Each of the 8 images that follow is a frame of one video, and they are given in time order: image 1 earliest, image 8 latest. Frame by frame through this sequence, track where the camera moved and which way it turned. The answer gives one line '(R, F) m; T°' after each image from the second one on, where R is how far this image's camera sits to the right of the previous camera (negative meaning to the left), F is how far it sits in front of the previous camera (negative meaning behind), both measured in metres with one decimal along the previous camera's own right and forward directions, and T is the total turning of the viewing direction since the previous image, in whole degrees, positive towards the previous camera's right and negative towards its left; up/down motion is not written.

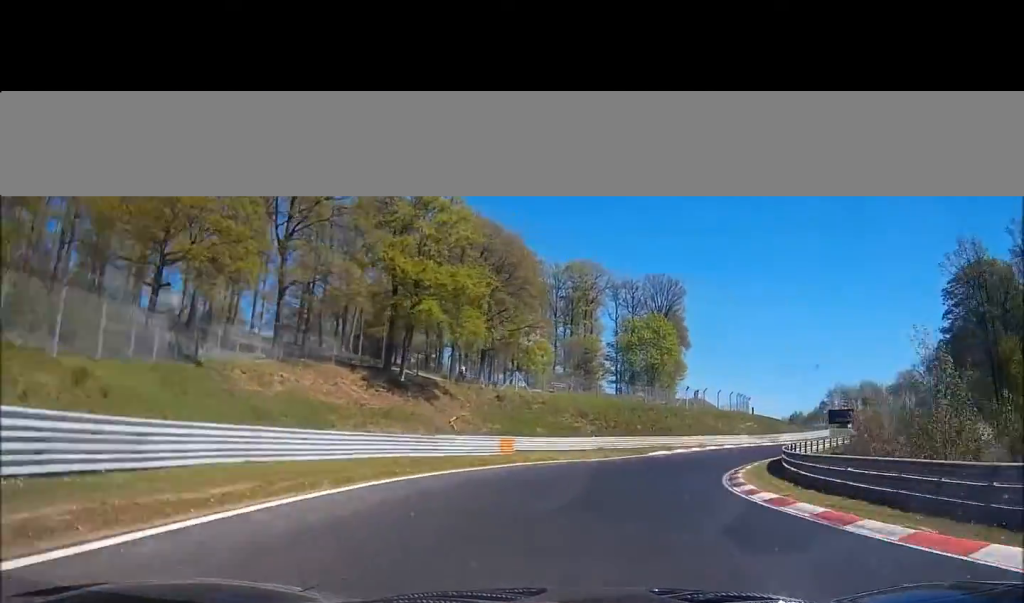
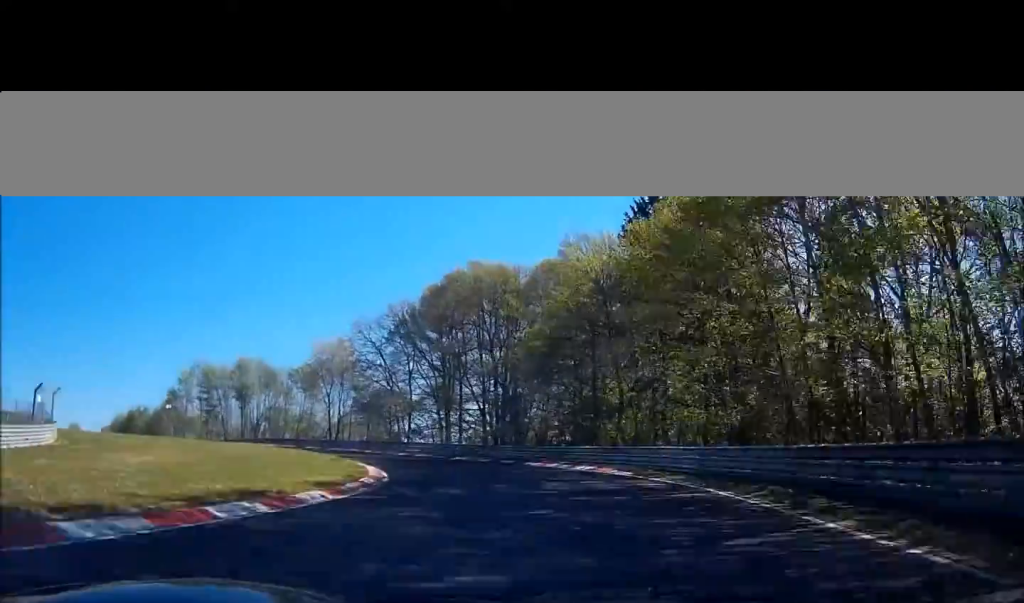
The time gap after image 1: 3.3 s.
(+44.1, +76.8) m; +37°
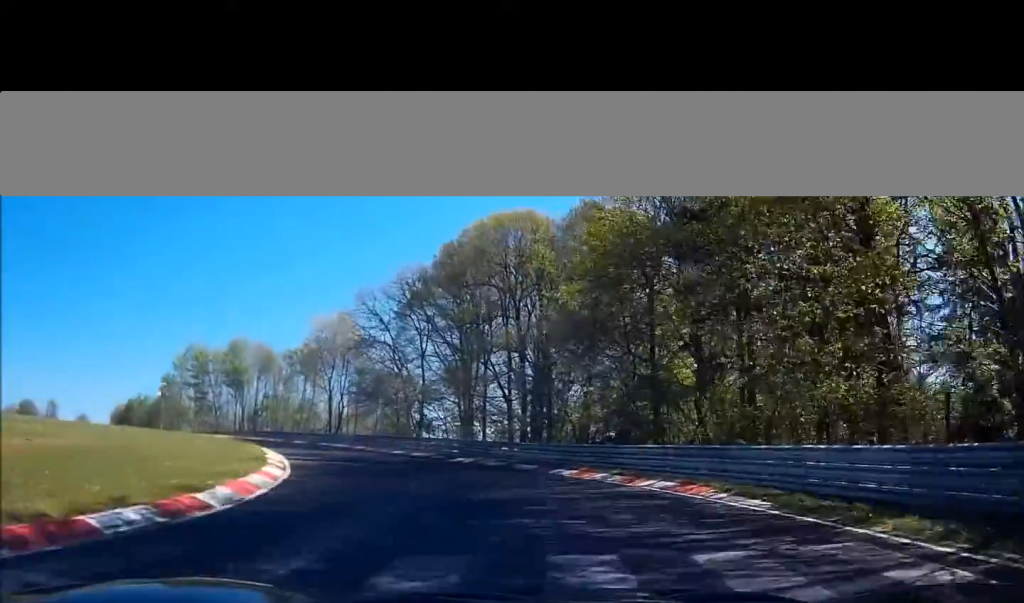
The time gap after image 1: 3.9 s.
(0.0, +12.7) m; -2°
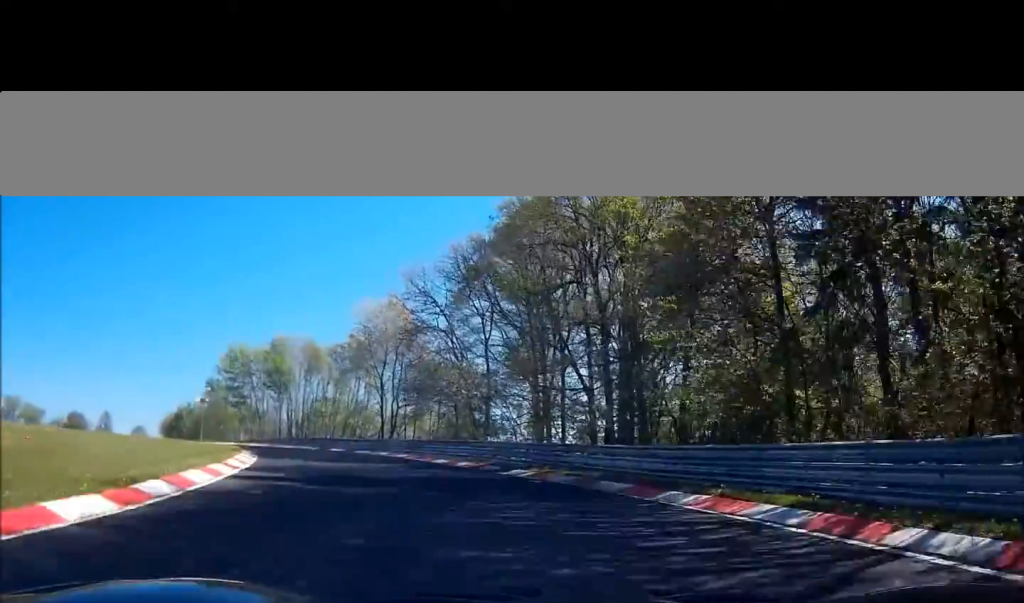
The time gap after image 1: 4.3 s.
(+0.2, +10.1) m; -3°
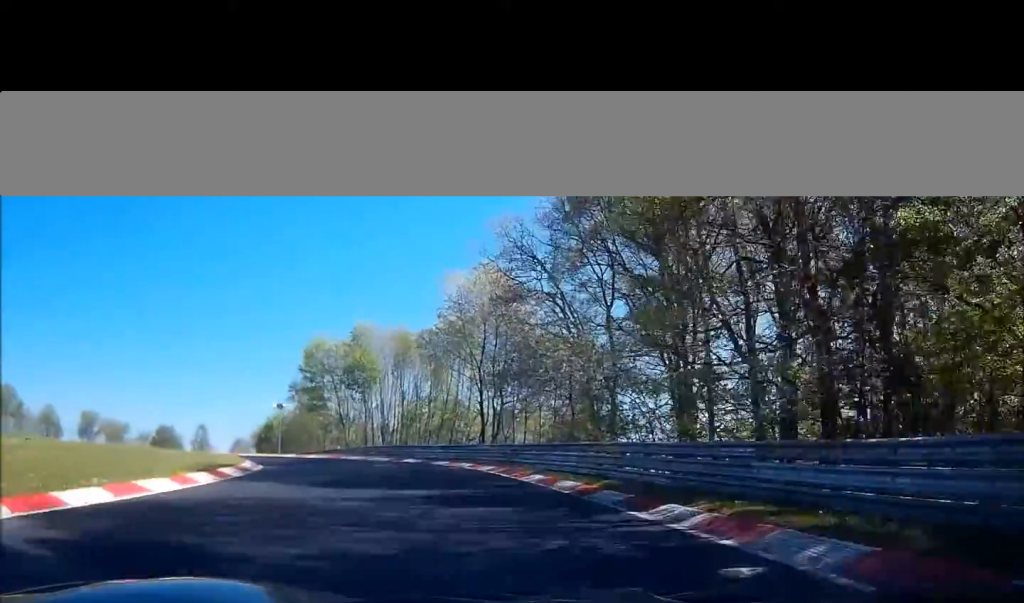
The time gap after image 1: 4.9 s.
(-0.5, +11.4) m; -11°
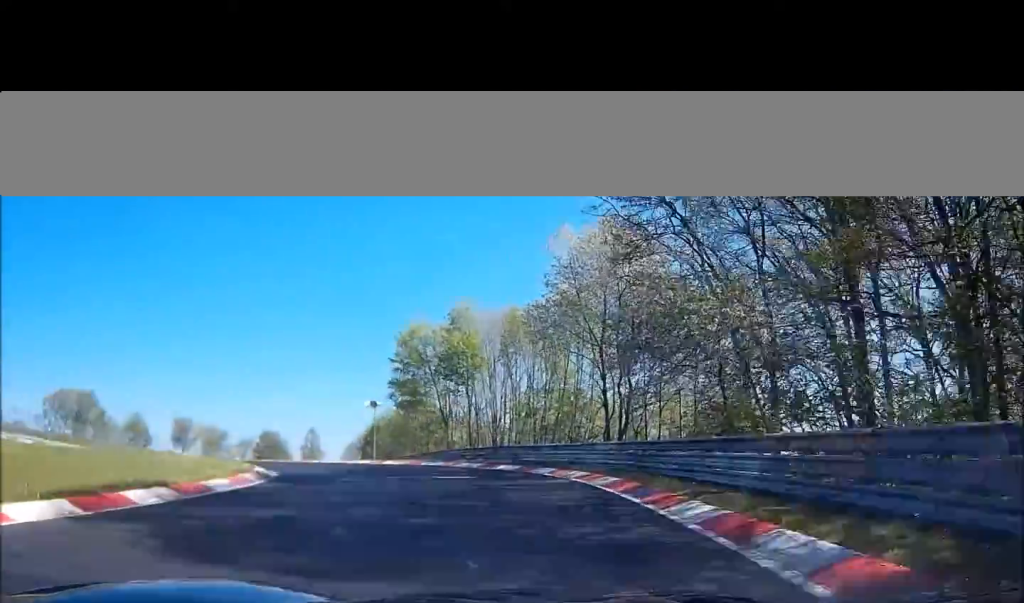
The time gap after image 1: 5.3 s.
(+0.3, +8.7) m; -11°
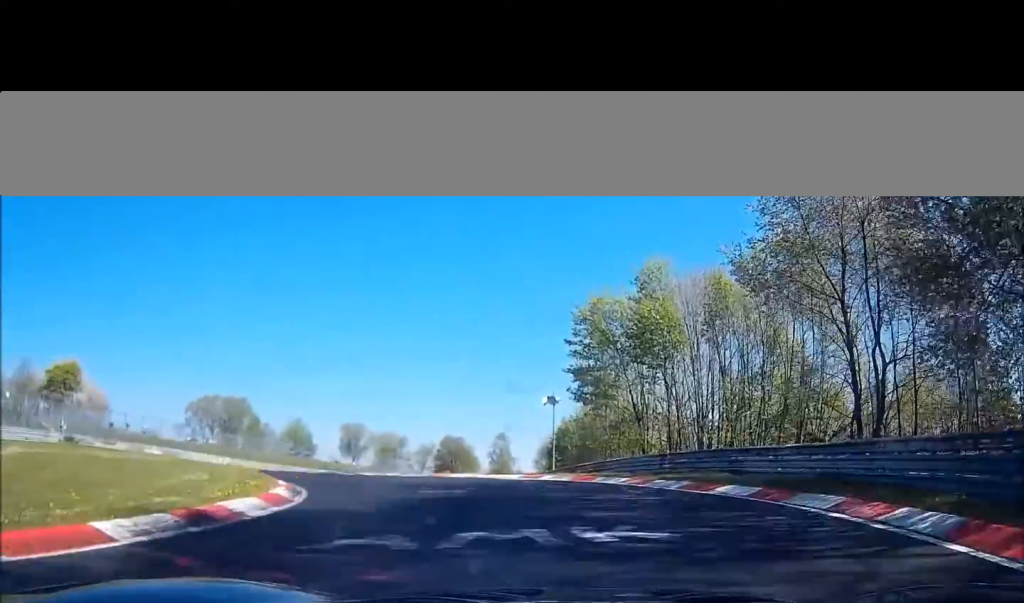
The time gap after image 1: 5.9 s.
(-2.6, +9.1) m; -22°
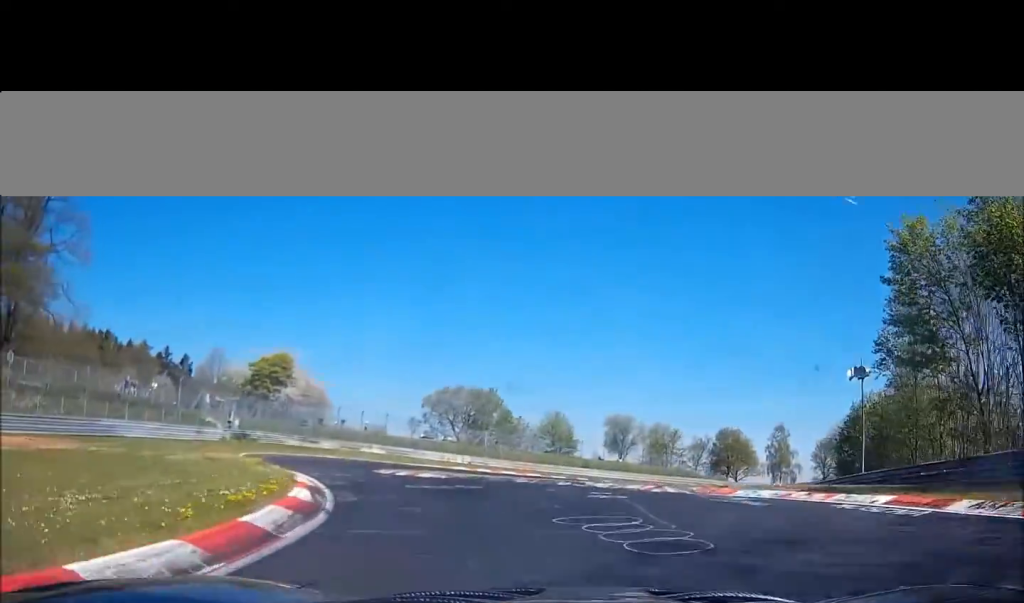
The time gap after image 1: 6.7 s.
(-2.9, +10.6) m; -23°
